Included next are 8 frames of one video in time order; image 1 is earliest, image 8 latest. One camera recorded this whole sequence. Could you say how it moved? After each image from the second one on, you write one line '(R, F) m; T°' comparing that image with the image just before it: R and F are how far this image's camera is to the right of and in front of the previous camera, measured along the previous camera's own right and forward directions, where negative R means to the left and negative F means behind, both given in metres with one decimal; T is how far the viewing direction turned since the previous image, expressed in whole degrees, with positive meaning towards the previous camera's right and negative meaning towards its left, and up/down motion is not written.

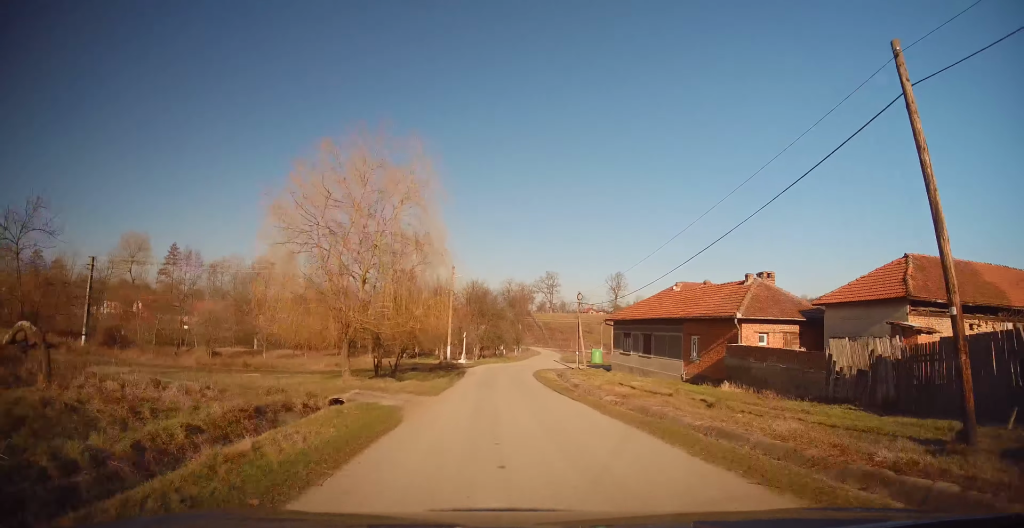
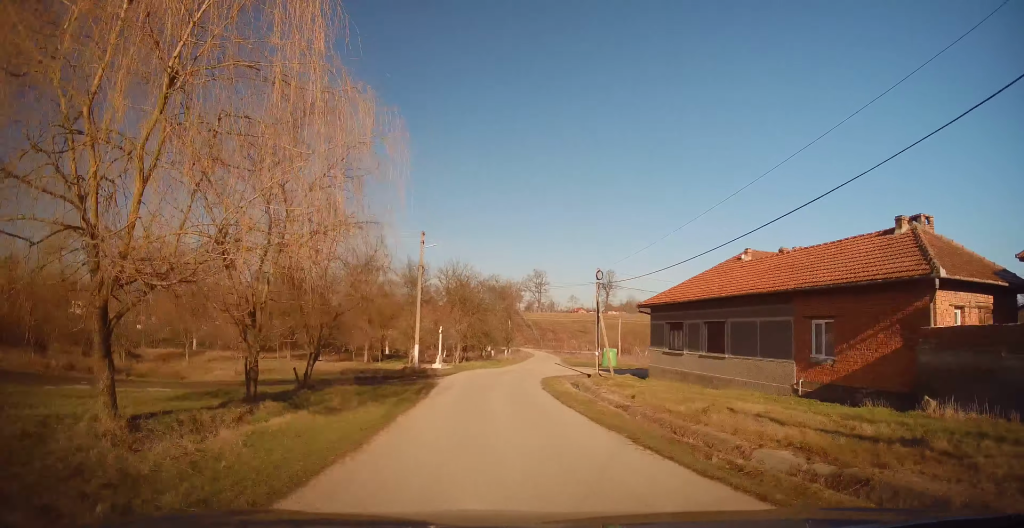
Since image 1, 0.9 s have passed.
(+0.8, +12.5) m; +3°
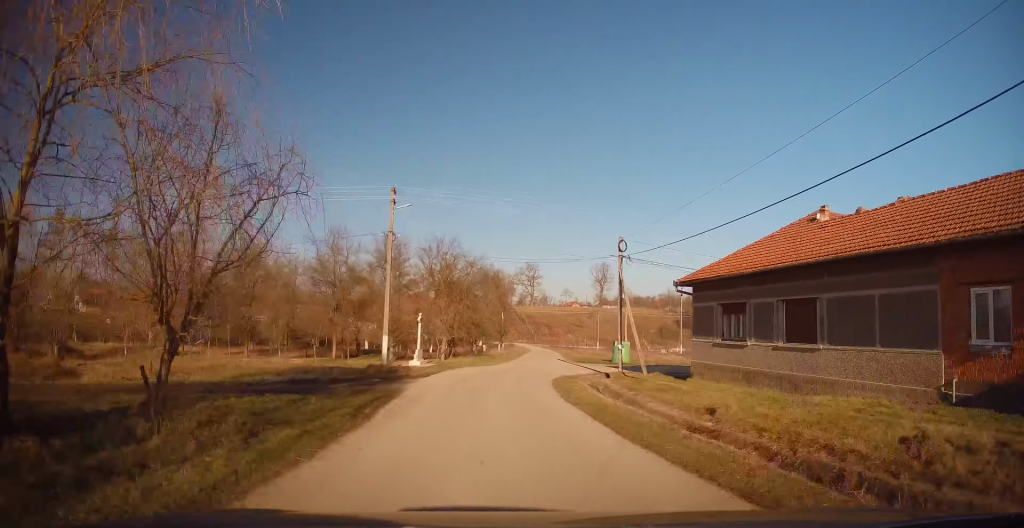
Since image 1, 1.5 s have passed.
(-0.1, +7.6) m; 0°
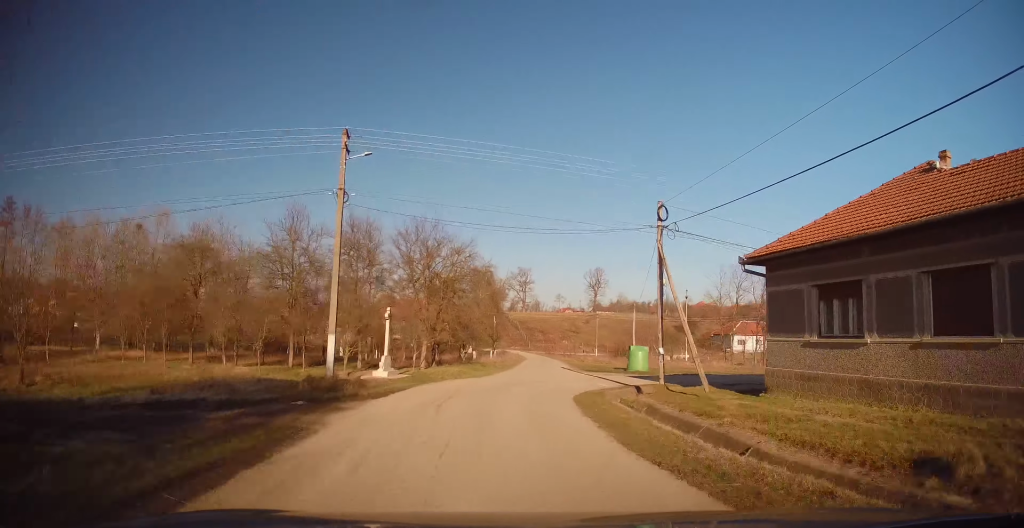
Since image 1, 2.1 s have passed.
(0.0, +7.2) m; 0°
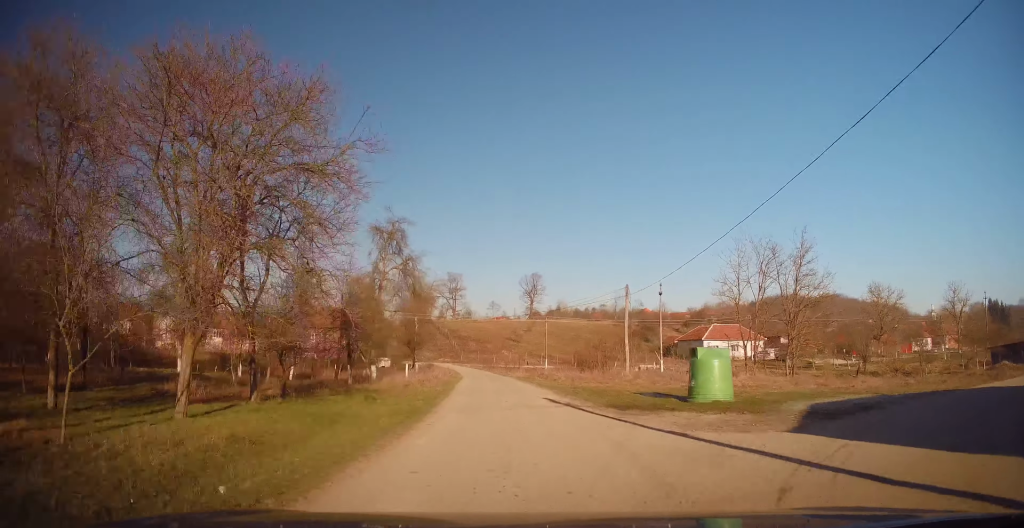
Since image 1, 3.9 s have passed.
(+1.0, +20.9) m; +7°
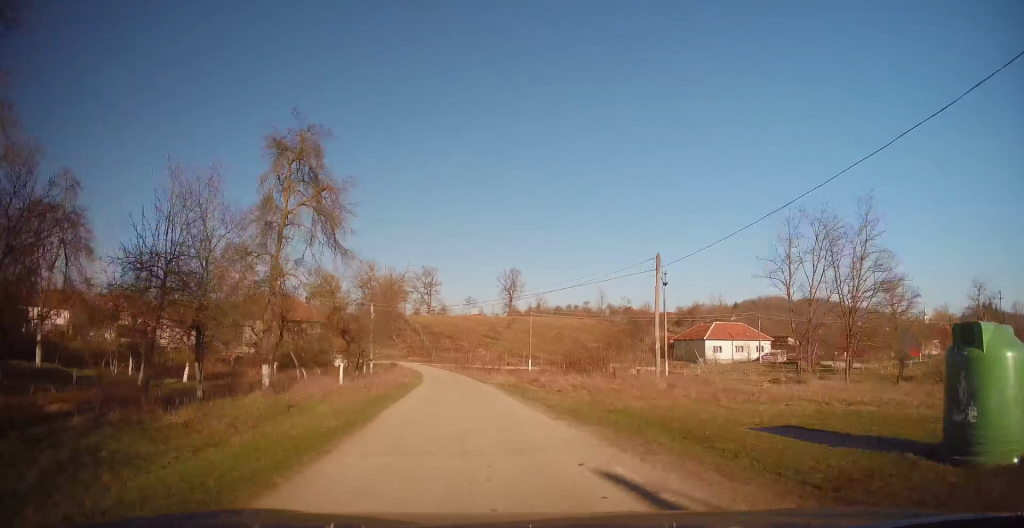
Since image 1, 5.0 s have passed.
(+0.2, +11.9) m; +2°
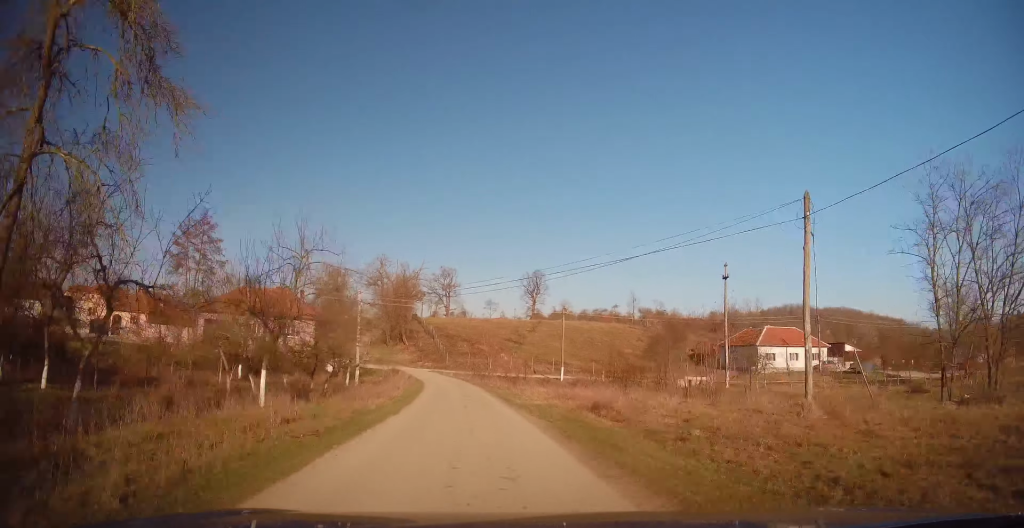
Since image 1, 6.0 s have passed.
(+0.1, +11.8) m; 0°
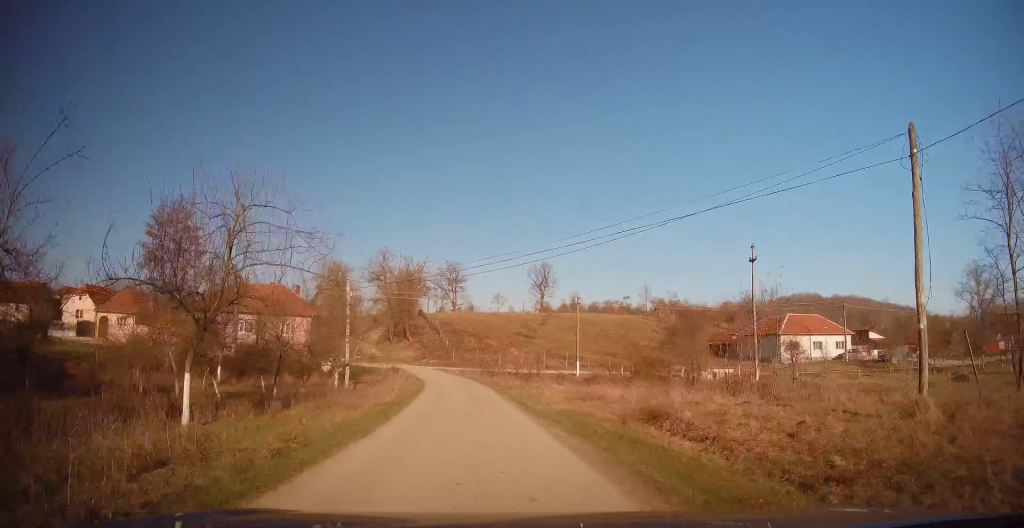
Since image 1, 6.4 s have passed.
(0.0, +4.6) m; -1°
